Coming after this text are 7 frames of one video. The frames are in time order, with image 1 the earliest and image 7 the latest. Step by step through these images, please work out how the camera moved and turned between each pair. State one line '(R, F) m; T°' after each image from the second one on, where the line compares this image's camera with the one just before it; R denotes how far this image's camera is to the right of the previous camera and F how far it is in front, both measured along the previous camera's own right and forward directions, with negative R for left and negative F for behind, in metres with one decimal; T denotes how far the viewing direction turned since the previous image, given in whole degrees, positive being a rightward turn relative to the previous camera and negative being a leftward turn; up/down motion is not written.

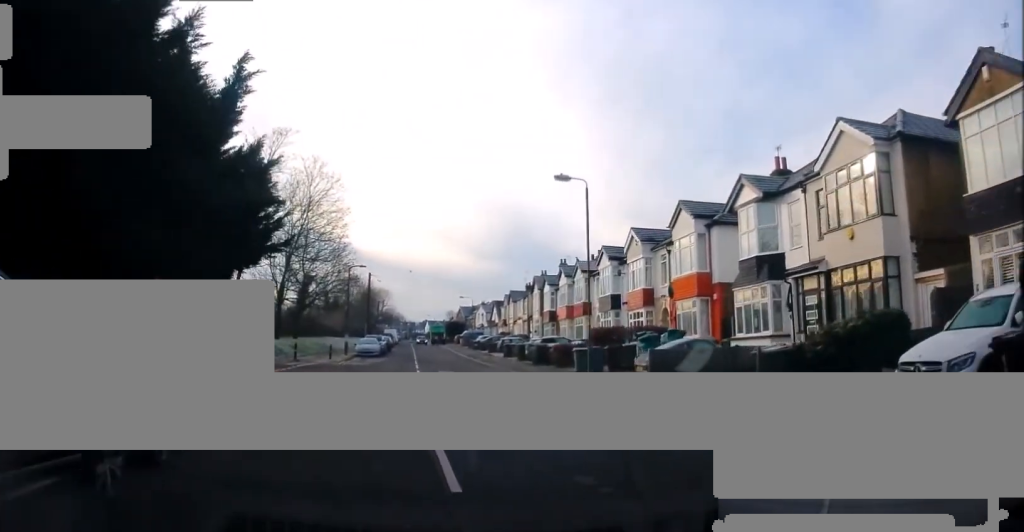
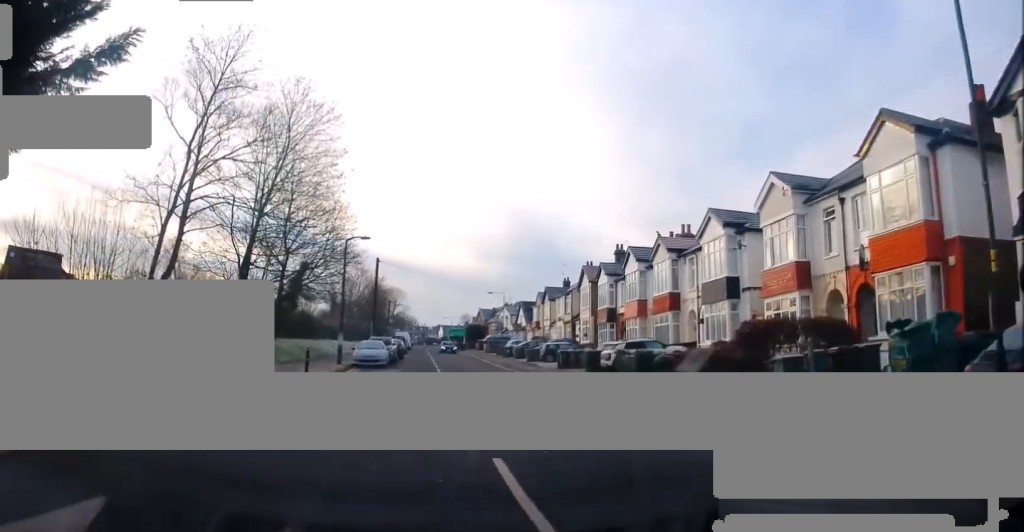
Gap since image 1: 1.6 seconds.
(0.0, +14.5) m; 0°
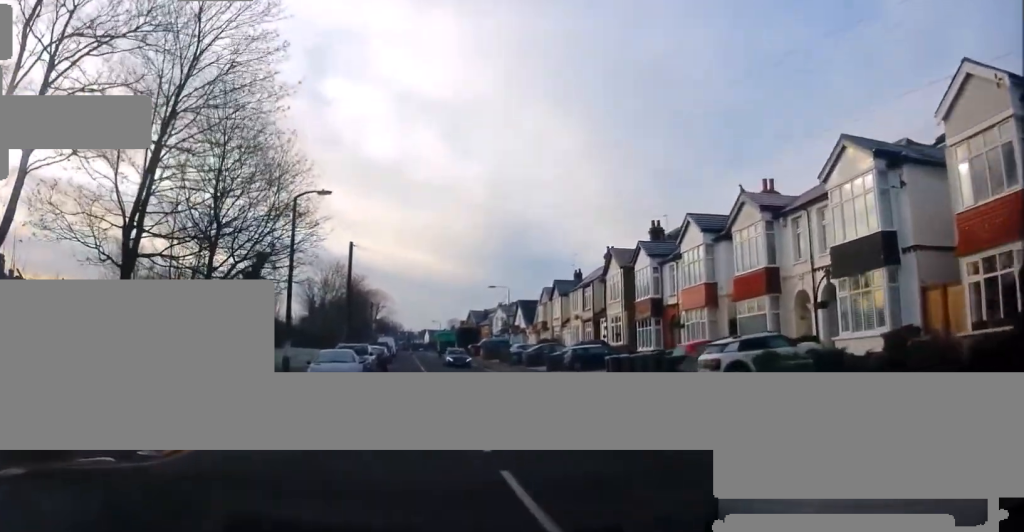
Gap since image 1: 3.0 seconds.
(-0.1, +12.6) m; -1°
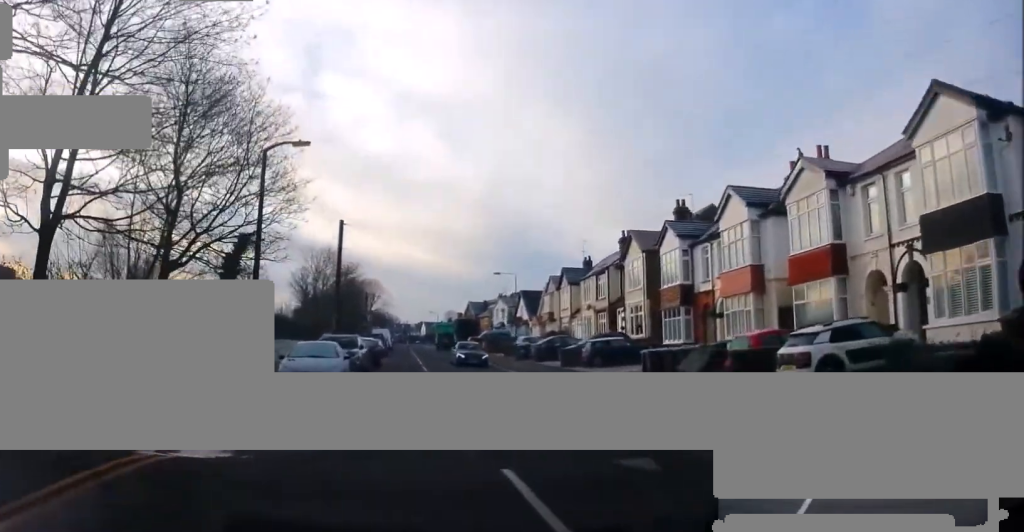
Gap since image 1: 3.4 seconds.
(0.0, +4.6) m; -1°
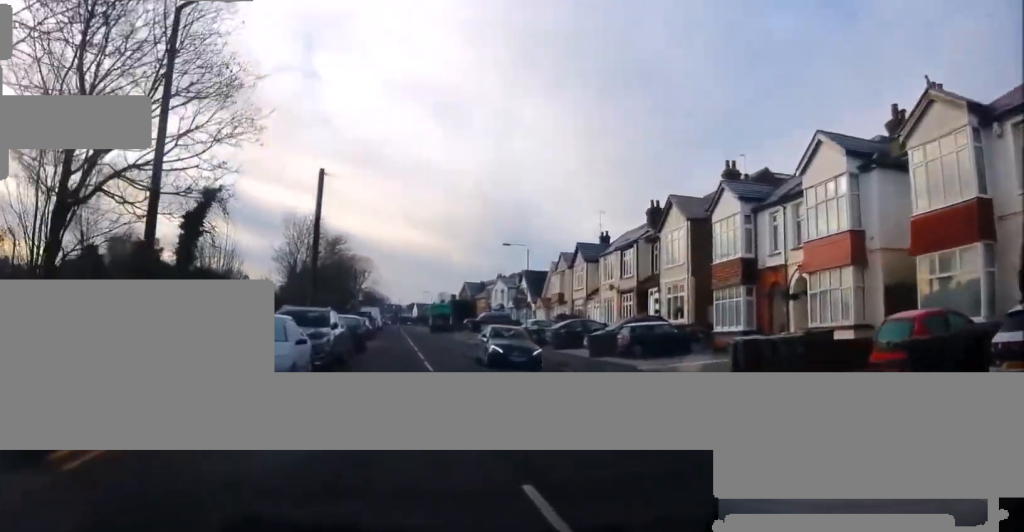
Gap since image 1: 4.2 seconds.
(-0.1, +7.3) m; +1°
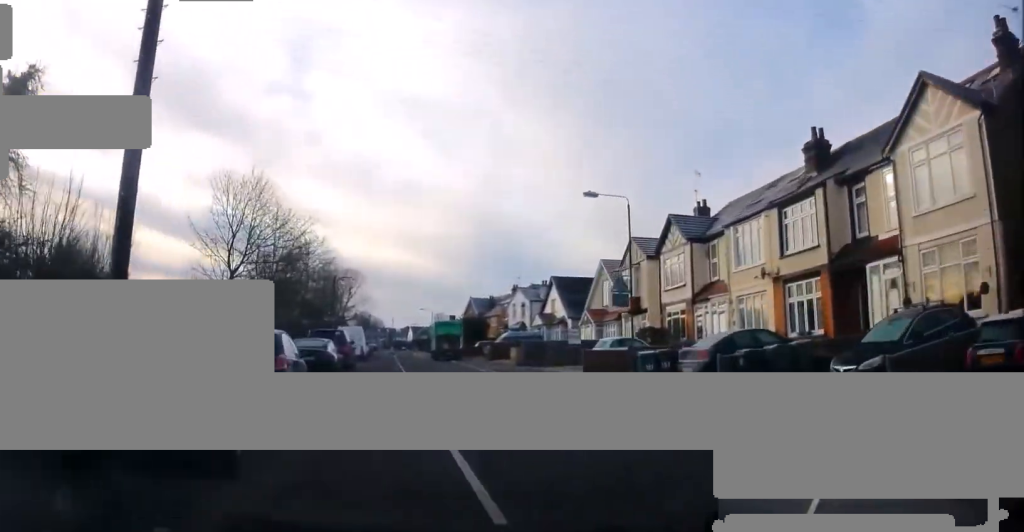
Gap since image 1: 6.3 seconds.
(+0.5, +20.7) m; +1°
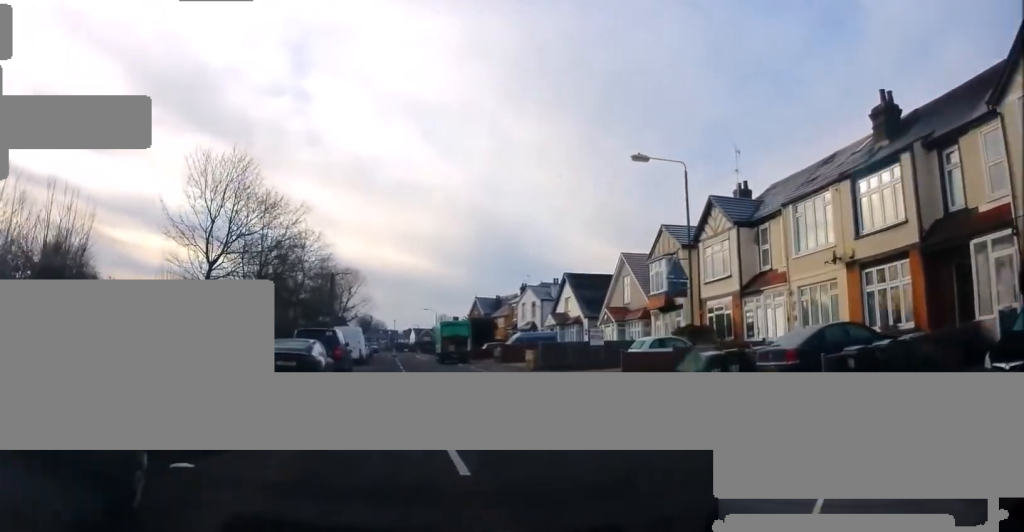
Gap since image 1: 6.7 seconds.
(-0.2, +4.7) m; -1°
